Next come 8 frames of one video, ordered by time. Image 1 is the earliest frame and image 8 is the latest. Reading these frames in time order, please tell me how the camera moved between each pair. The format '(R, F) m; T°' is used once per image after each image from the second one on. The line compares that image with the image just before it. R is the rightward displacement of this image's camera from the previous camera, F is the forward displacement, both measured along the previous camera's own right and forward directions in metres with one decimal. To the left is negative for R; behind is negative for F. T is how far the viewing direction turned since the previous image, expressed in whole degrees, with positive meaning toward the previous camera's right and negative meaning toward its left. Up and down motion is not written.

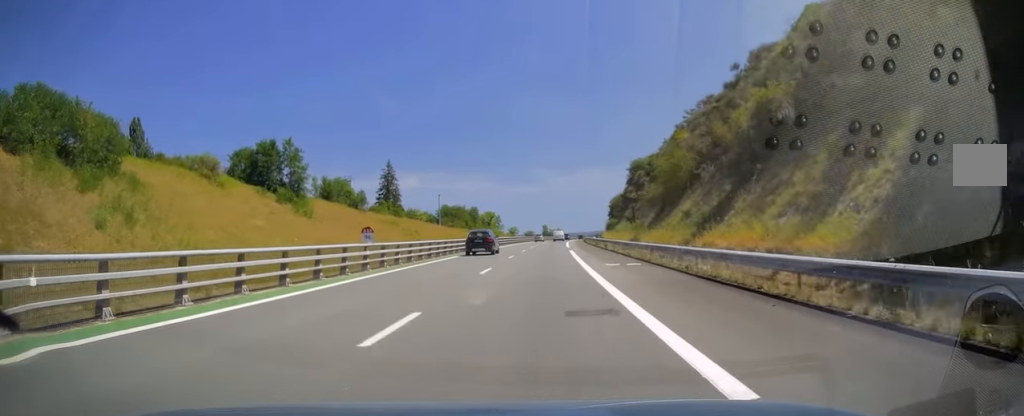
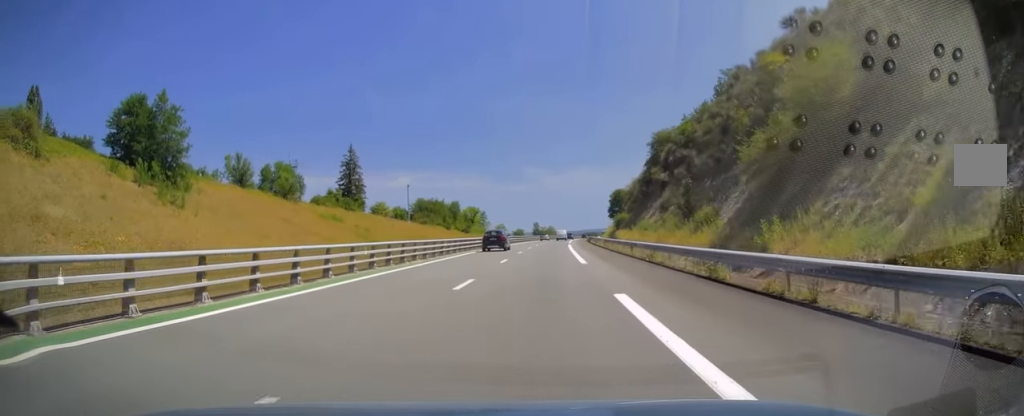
(+0.1, +31.6) m; +1°
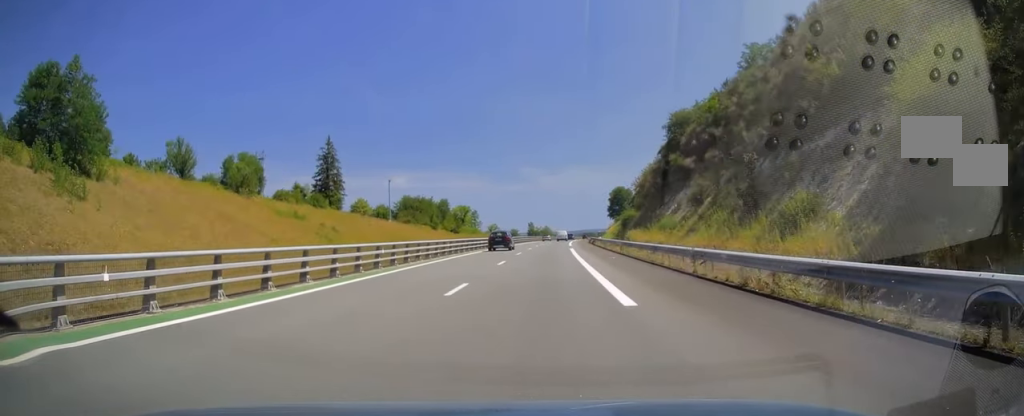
(+0.3, +14.3) m; 0°
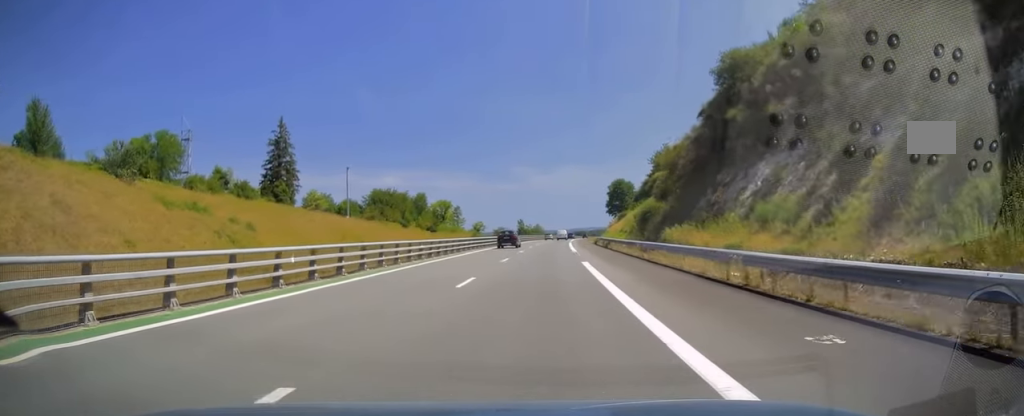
(0.0, +24.1) m; +1°
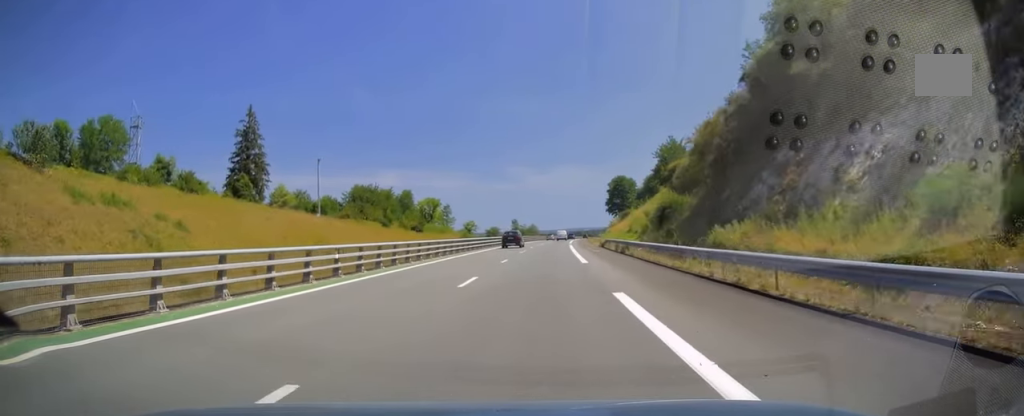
(-0.2, +12.9) m; 0°
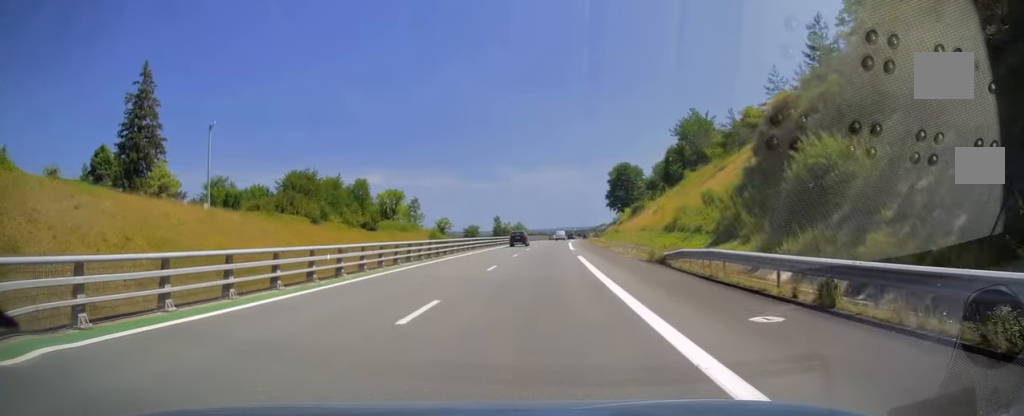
(+0.6, +32.1) m; +1°
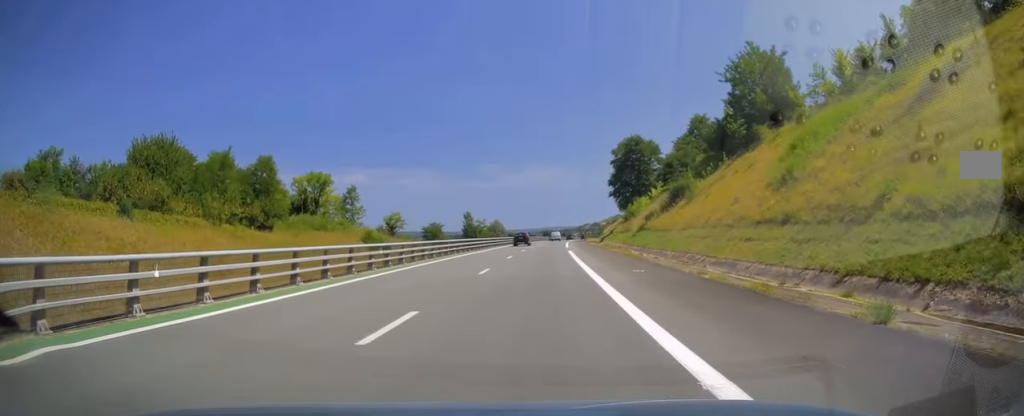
(+0.2, +40.6) m; +1°
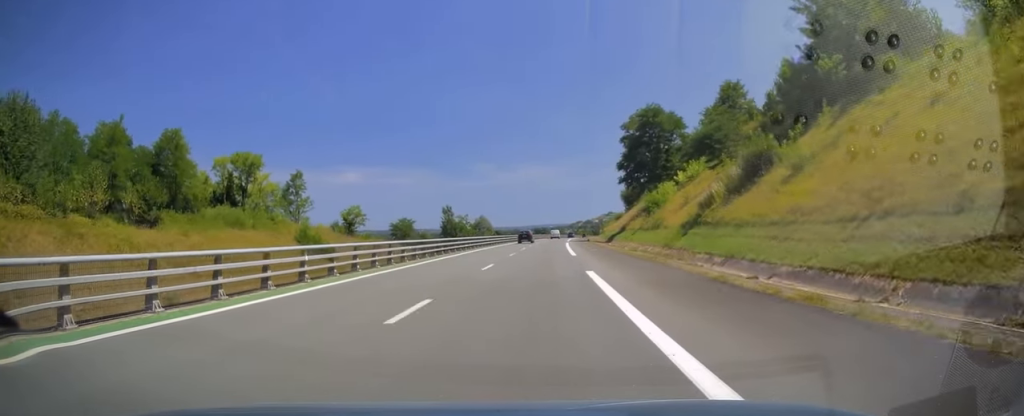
(+0.2, +24.2) m; +1°
